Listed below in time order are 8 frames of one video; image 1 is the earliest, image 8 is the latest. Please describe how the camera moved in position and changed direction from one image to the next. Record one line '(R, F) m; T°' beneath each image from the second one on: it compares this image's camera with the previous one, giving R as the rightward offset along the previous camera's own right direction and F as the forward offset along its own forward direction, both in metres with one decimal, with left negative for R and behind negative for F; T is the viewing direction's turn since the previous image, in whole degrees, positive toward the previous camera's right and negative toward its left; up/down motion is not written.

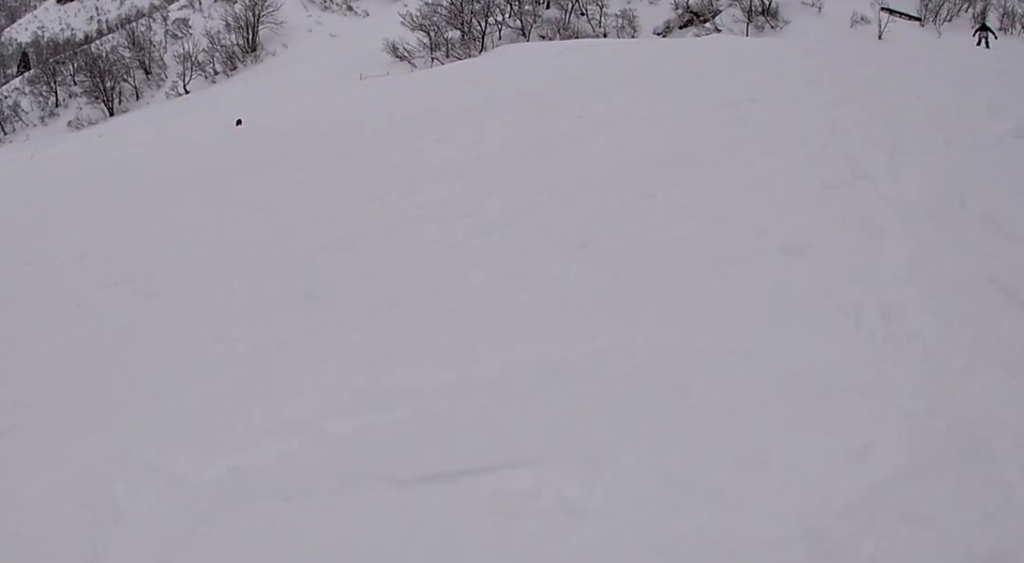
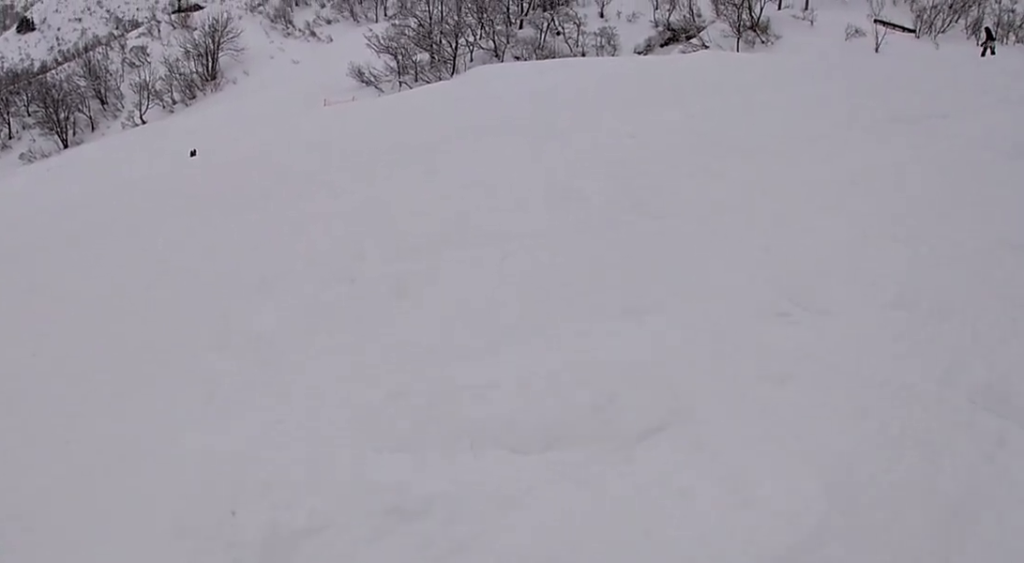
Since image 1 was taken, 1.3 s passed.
(+1.4, +5.5) m; +18°
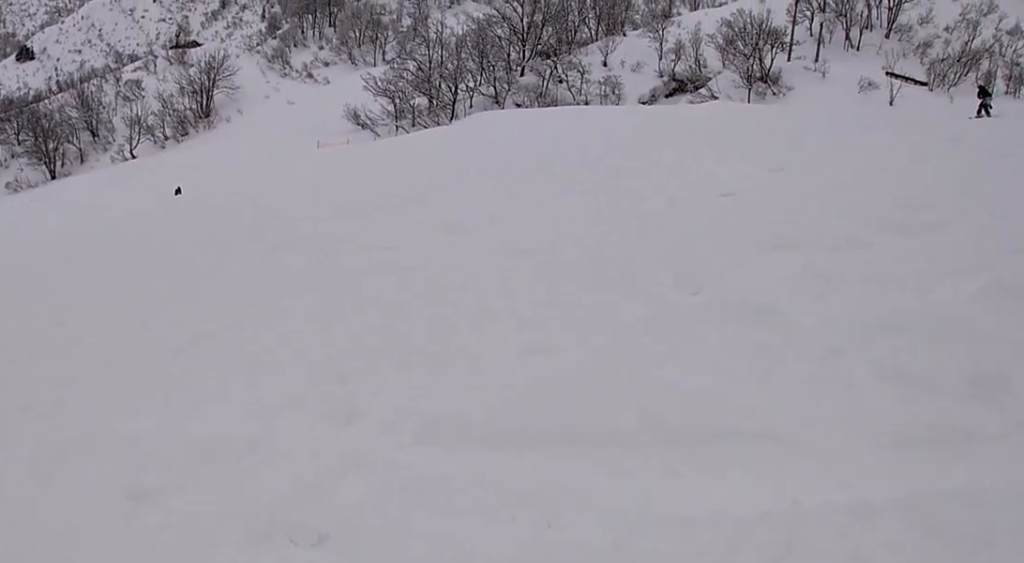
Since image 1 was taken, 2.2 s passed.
(+0.1, +3.9) m; -2°
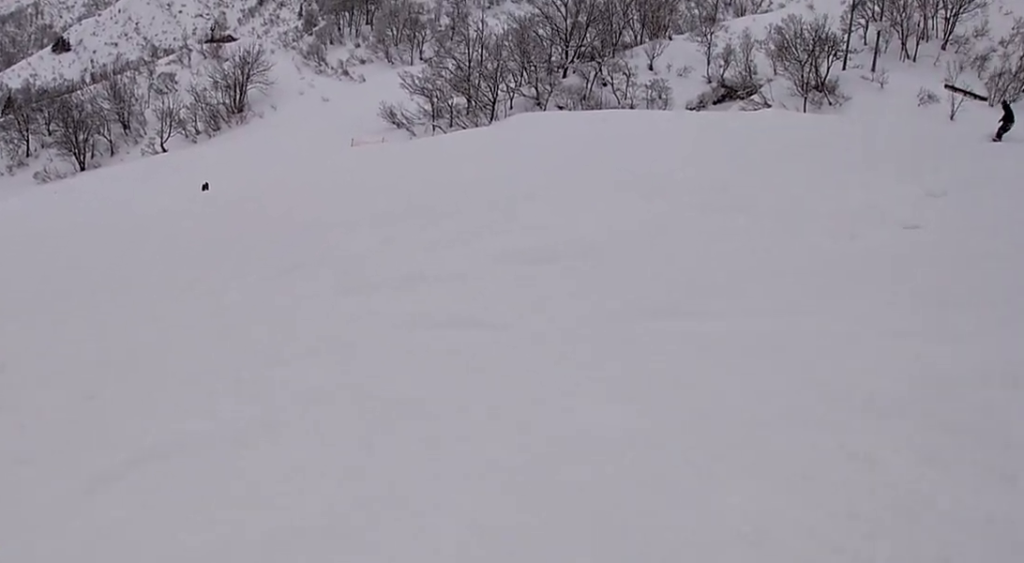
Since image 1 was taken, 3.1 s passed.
(+0.2, +3.1) m; -19°
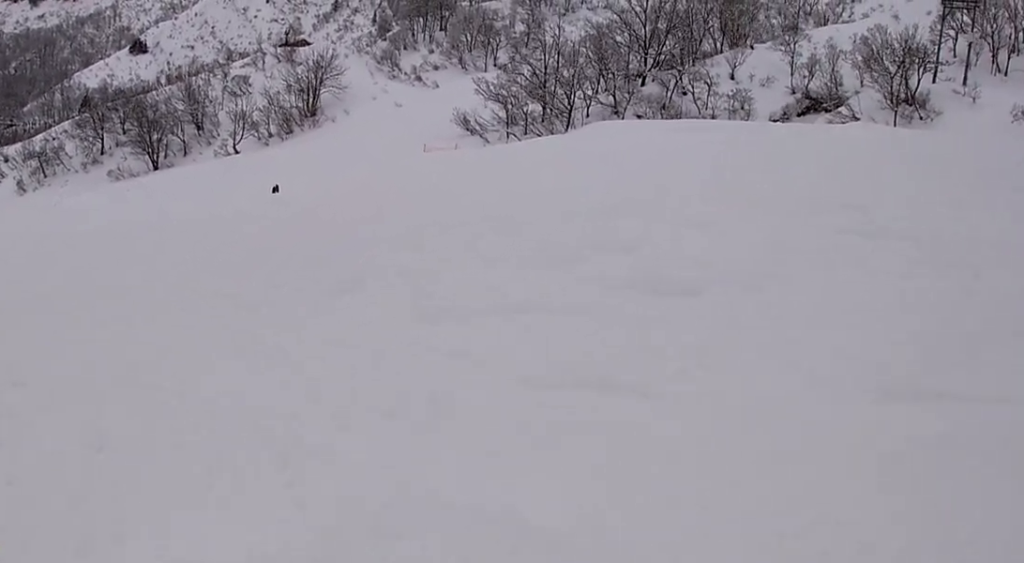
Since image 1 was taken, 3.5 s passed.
(-0.7, +1.6) m; -12°
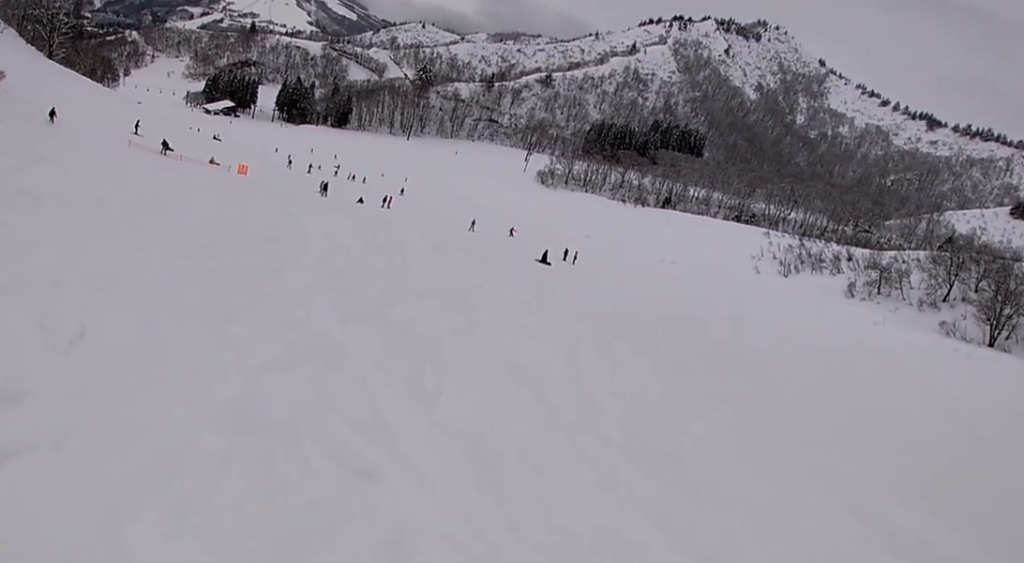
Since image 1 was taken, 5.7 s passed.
(-4.3, +7.6) m; -61°
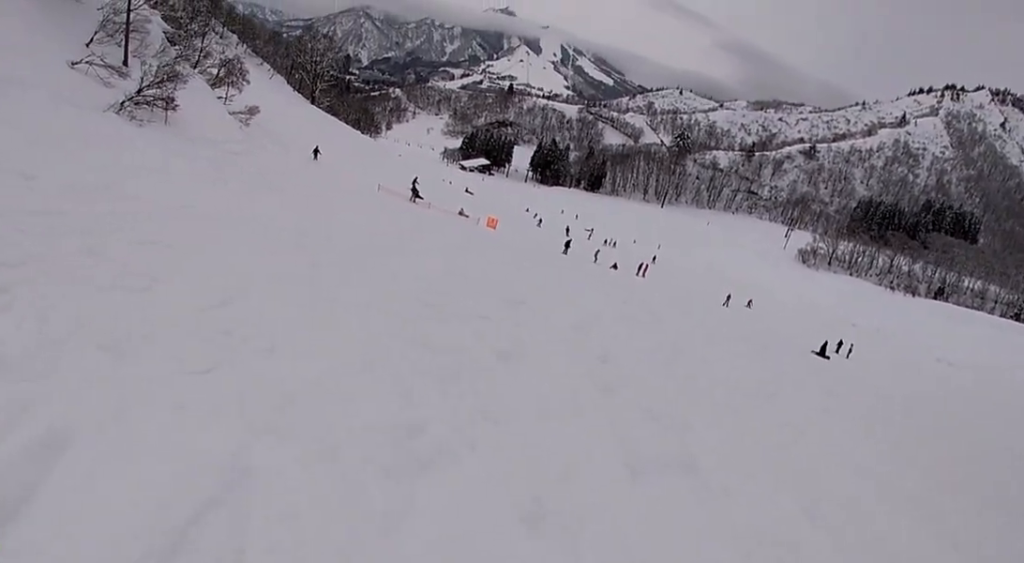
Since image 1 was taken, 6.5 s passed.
(-1.0, +4.3) m; -24°
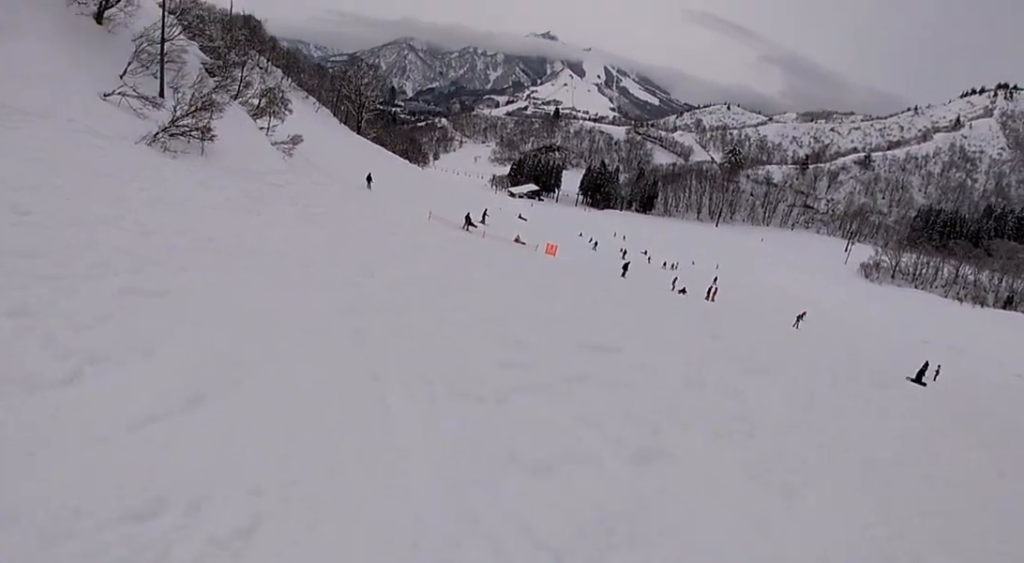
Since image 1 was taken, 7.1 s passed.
(+0.1, +3.1) m; -13°
